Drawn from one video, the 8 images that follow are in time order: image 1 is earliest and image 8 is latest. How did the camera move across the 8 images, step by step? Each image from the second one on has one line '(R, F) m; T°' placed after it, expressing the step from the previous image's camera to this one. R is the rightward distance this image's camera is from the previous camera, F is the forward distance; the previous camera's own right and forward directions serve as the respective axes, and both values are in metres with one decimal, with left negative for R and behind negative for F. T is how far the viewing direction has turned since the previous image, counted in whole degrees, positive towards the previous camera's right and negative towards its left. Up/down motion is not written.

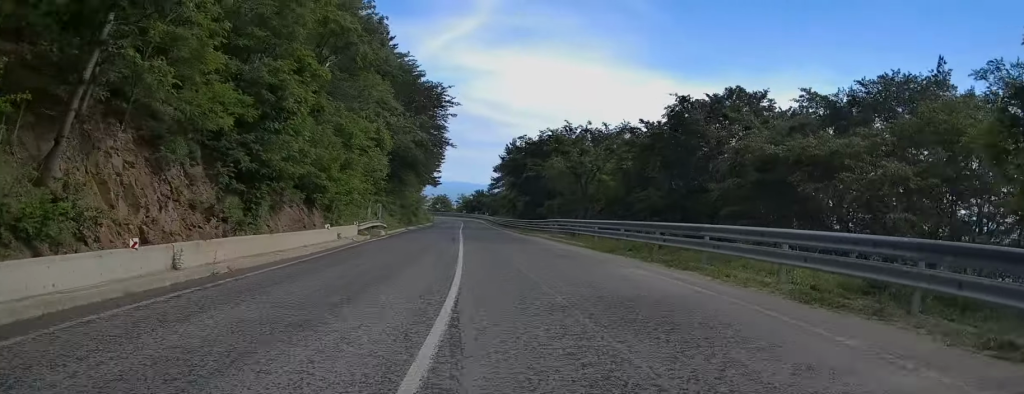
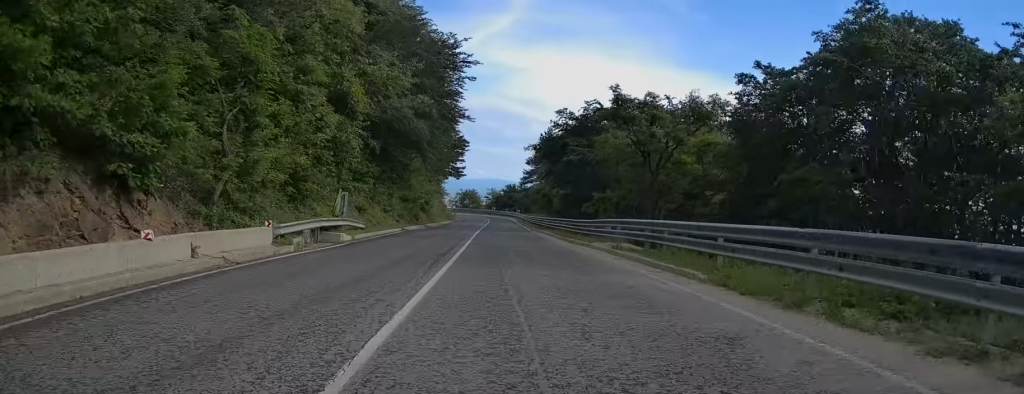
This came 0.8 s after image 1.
(-0.7, +14.5) m; -4°
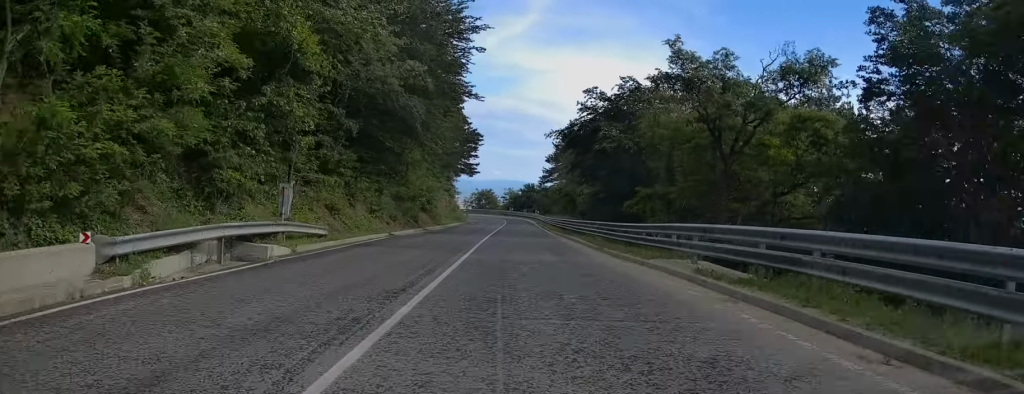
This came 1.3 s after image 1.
(-0.2, +8.7) m; -1°
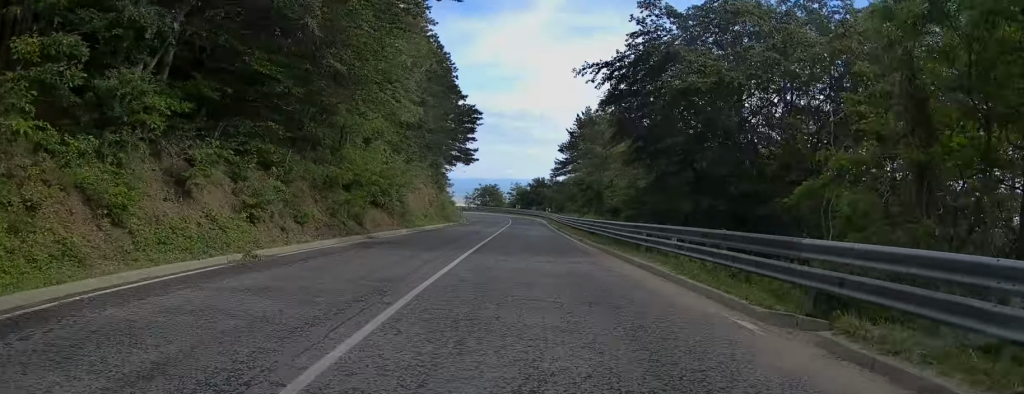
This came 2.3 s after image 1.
(-0.3, +16.8) m; -1°
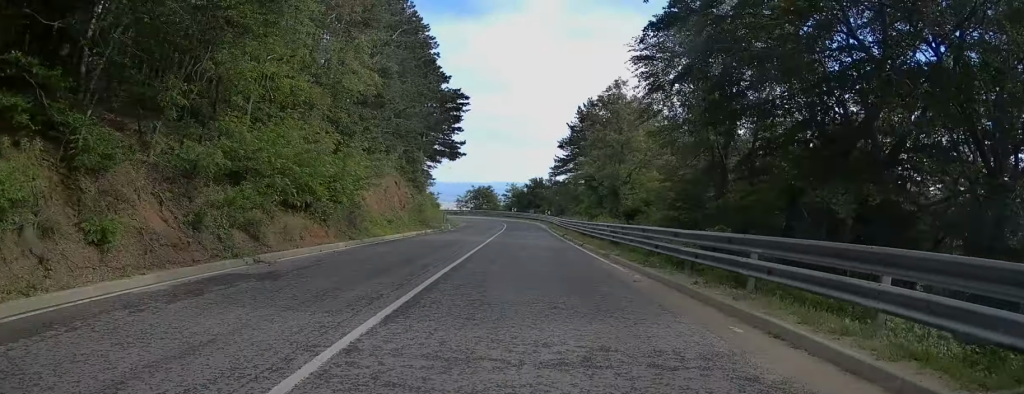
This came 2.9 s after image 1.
(0.0, +10.4) m; +1°
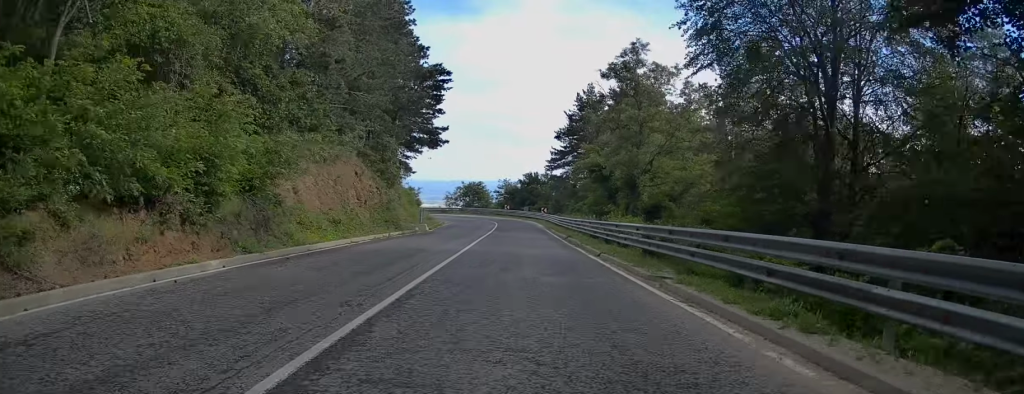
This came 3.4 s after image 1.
(+0.1, +8.7) m; +1°
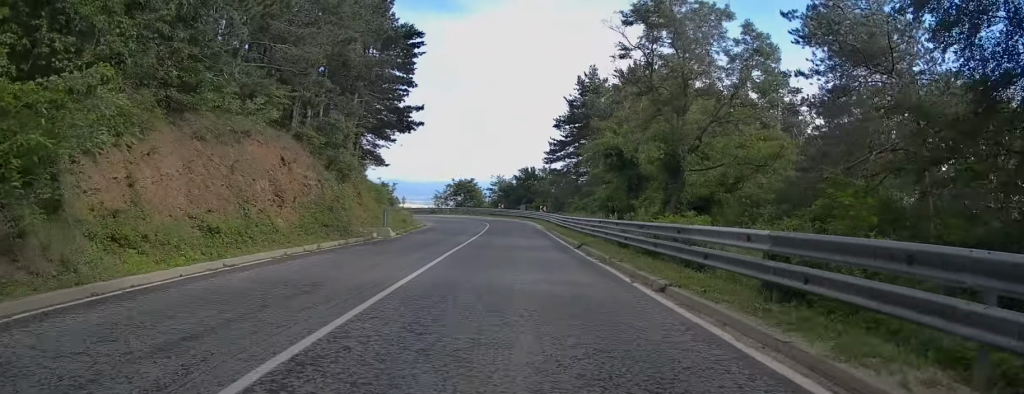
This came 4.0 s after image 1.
(0.0, +9.9) m; +1°
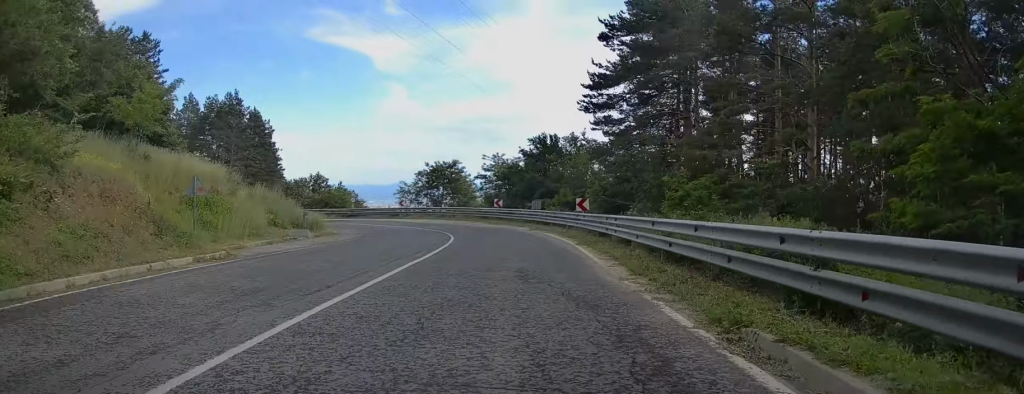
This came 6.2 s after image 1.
(+0.3, +37.9) m; -1°
